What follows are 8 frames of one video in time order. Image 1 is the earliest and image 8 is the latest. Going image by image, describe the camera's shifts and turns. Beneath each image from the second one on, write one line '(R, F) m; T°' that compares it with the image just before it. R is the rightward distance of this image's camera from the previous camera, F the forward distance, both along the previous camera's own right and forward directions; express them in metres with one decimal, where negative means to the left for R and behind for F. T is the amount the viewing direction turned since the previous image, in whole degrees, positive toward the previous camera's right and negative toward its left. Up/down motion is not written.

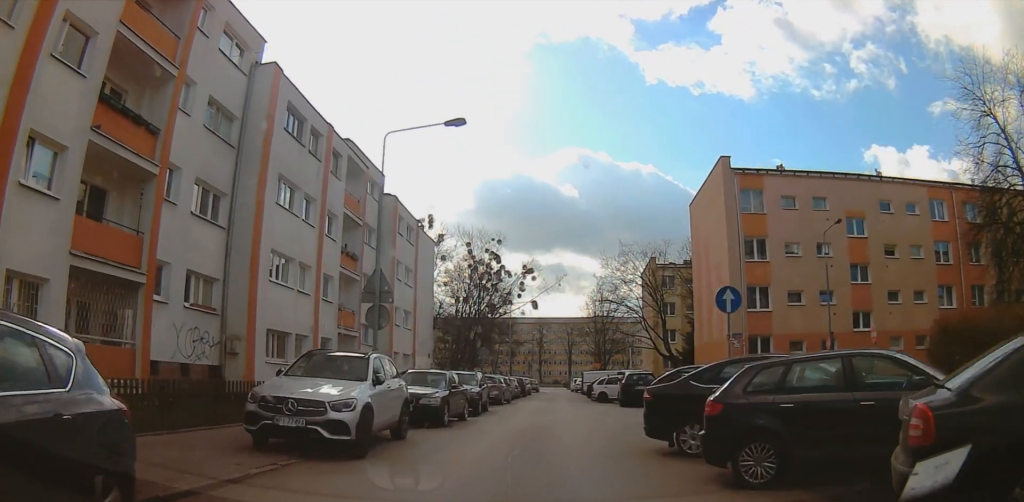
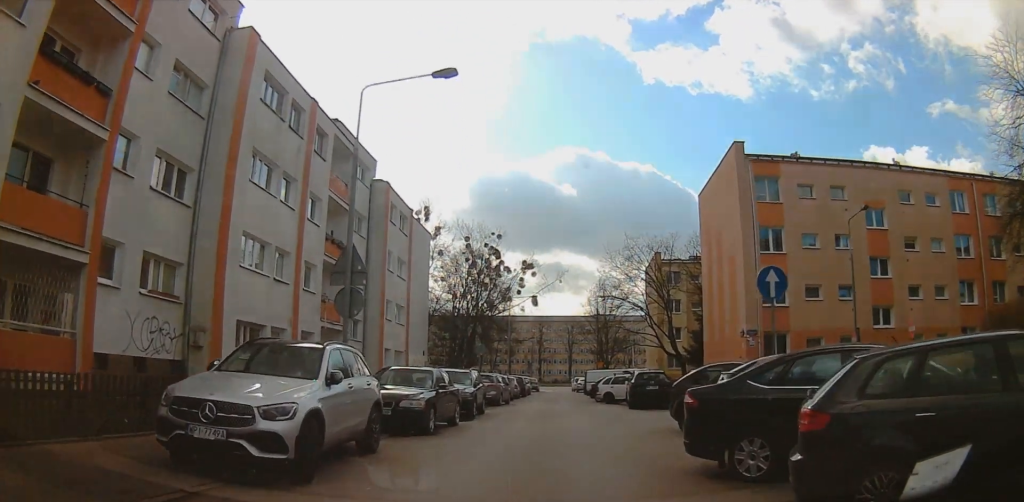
(0.0, +2.8) m; 0°
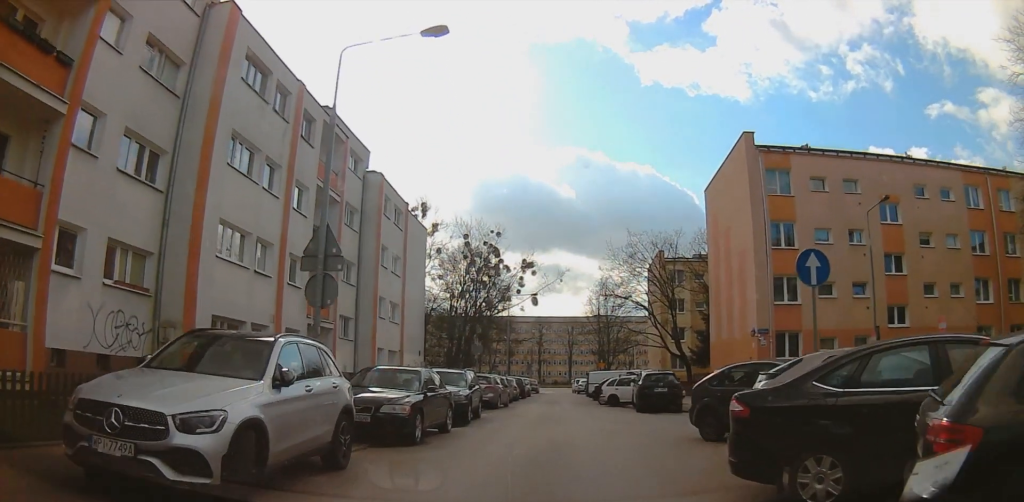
(0.0, +1.8) m; 0°
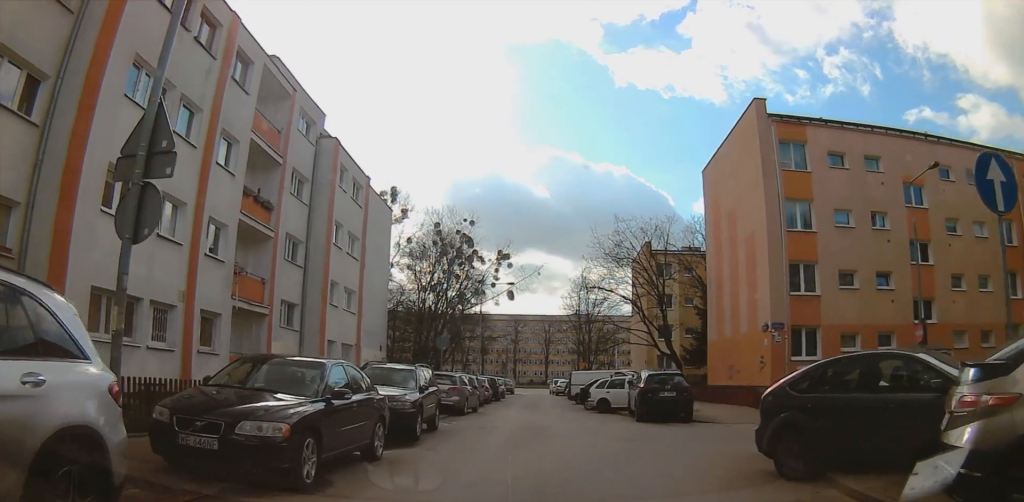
(0.0, +5.1) m; +1°
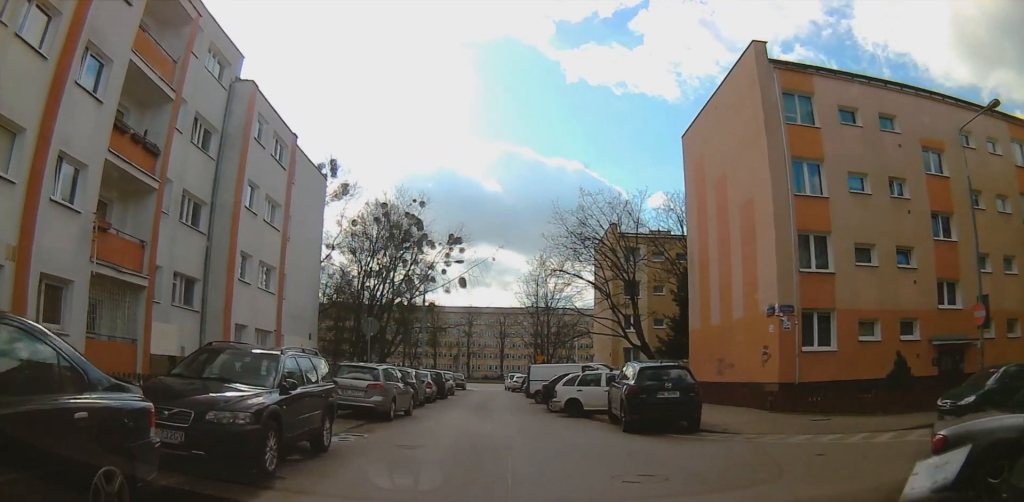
(+0.1, +4.4) m; +3°
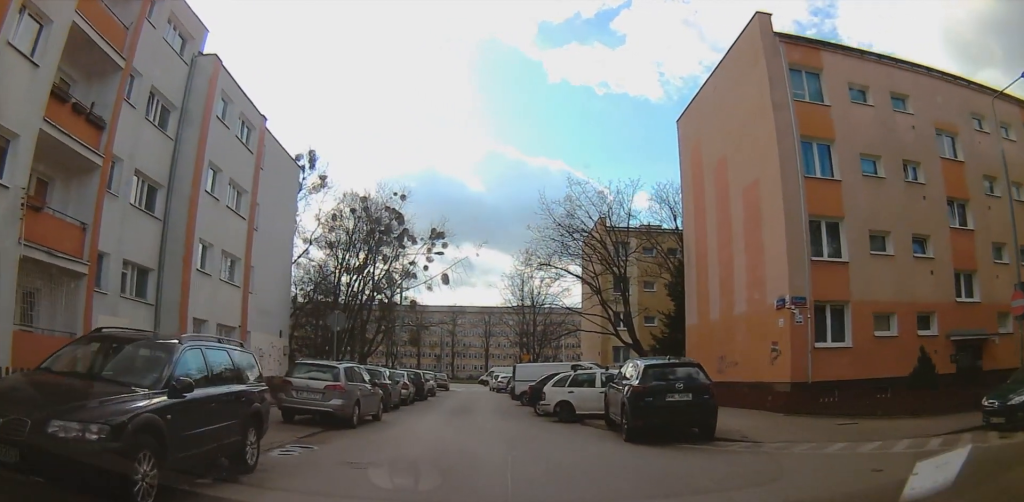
(0.0, +1.6) m; +1°
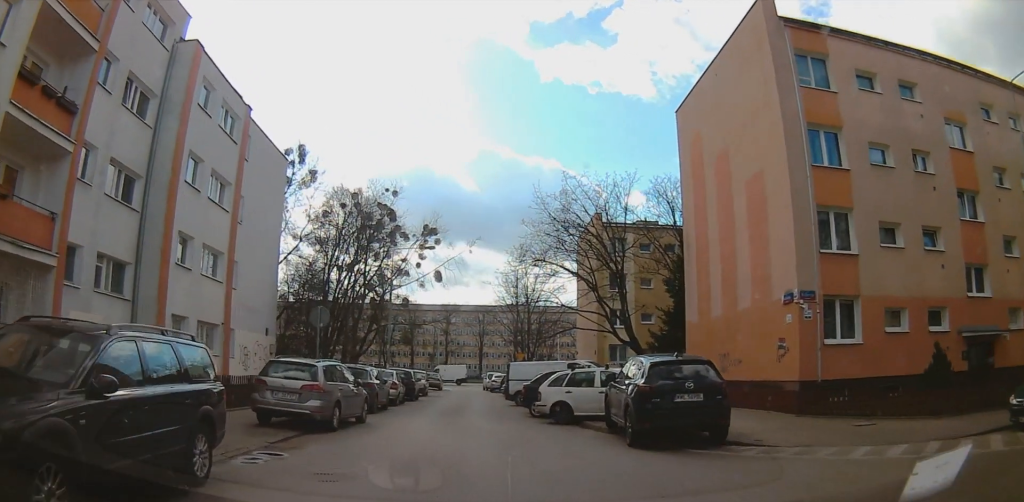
(0.0, +0.8) m; 0°
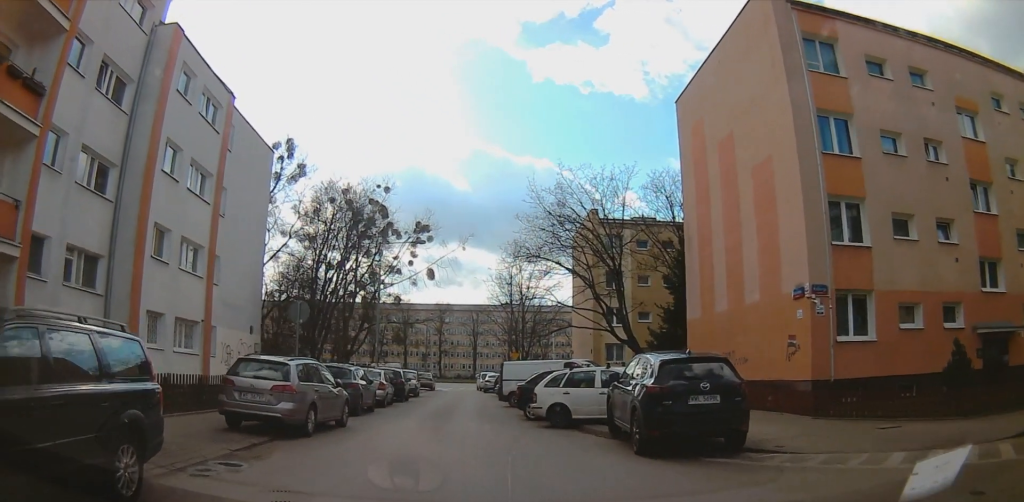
(0.0, +1.0) m; 0°
